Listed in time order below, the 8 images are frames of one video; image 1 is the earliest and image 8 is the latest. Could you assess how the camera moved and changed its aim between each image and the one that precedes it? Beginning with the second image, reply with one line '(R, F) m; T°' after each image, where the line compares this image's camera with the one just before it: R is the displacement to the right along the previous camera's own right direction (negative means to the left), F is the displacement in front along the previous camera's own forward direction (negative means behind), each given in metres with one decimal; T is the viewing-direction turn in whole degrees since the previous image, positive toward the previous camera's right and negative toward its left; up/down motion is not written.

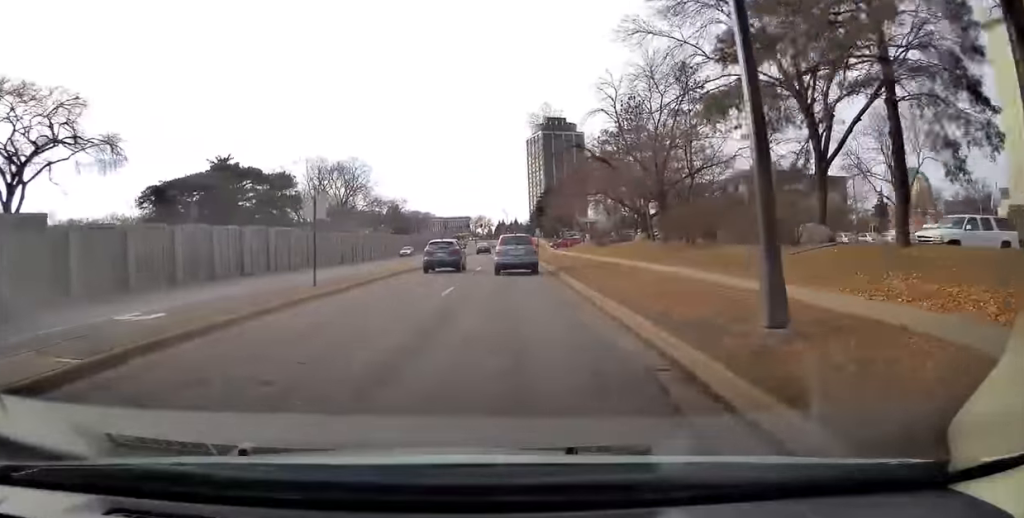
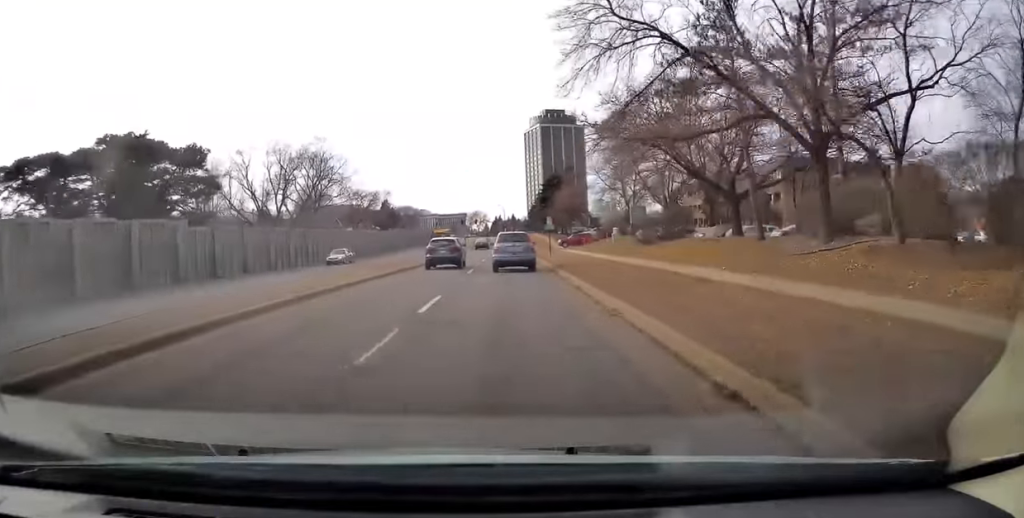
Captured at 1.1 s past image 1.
(+0.3, +19.1) m; +1°
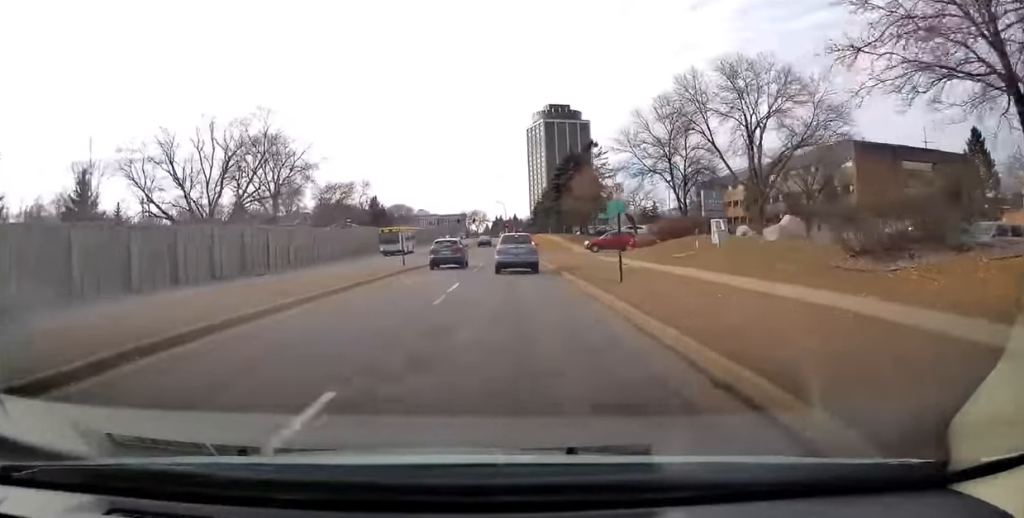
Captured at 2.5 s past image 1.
(0.0, +24.6) m; +1°
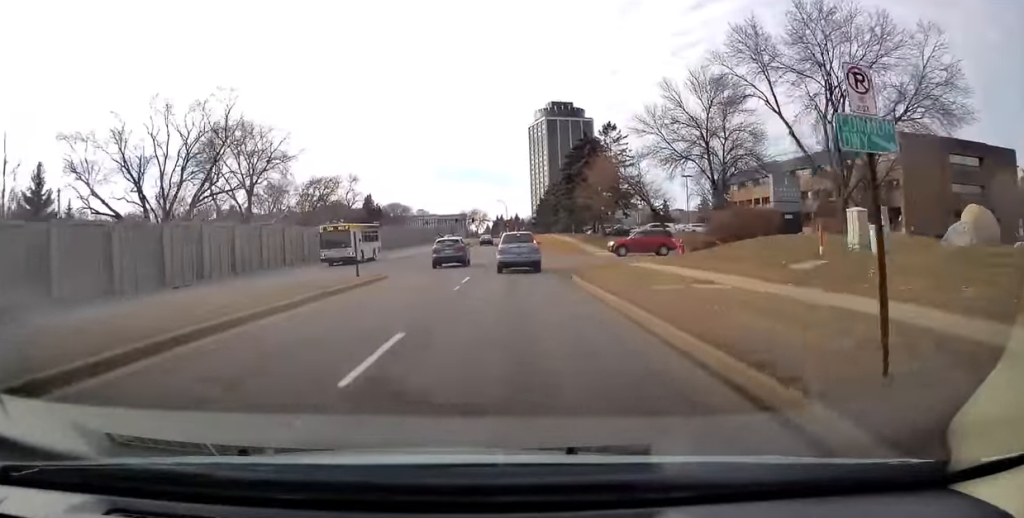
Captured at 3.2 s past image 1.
(+0.2, +11.4) m; 0°
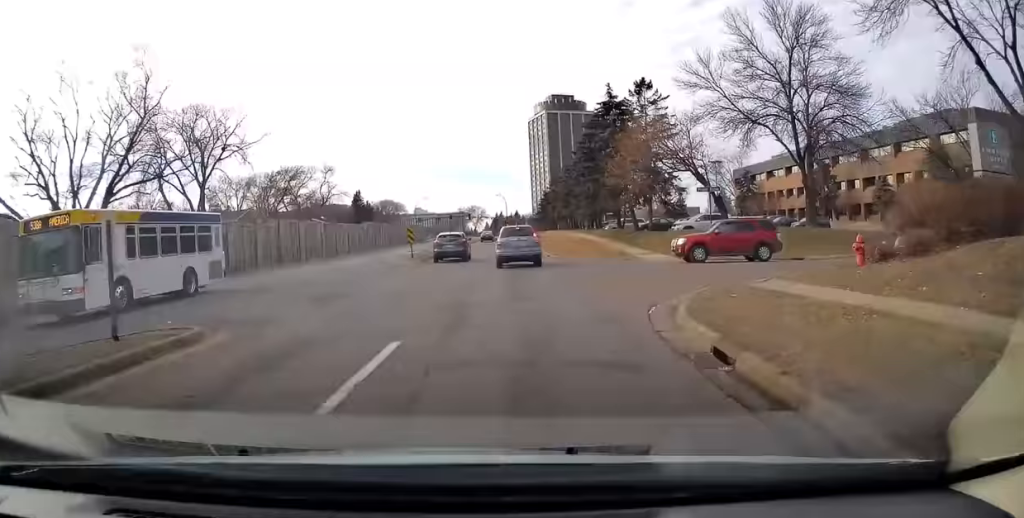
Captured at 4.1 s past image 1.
(0.0, +15.9) m; -1°
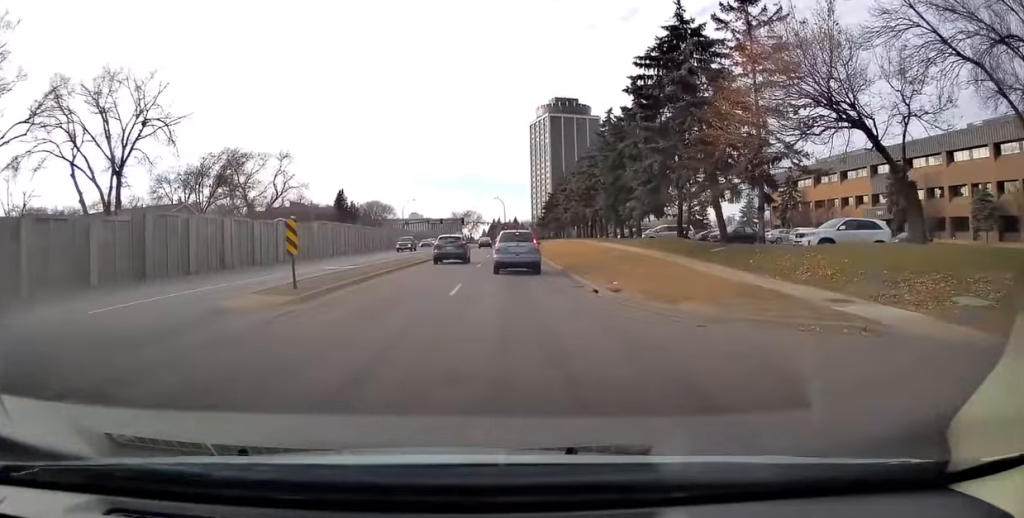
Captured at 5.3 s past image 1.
(-0.3, +20.3) m; -1°
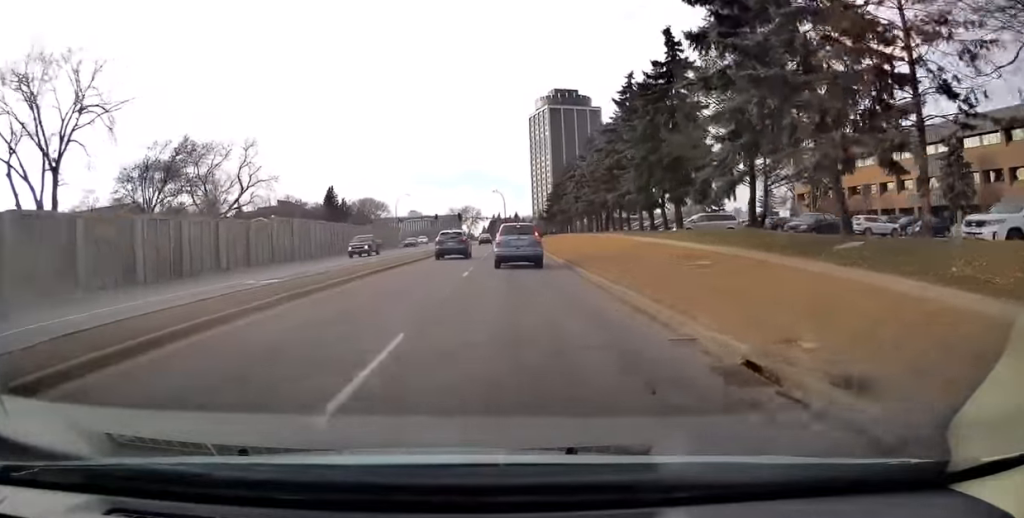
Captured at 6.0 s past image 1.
(0.0, +11.0) m; -1°
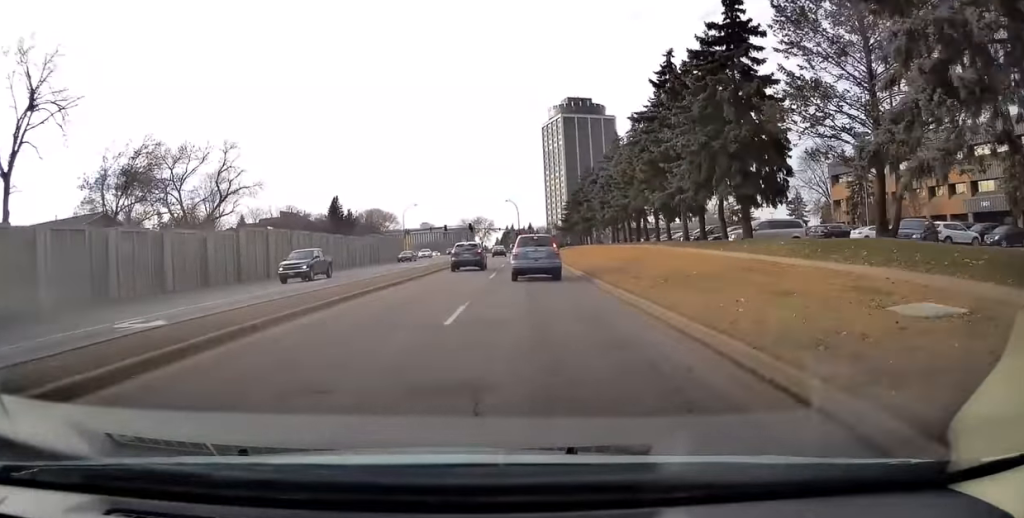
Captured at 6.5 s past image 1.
(+0.1, +8.7) m; -1°
